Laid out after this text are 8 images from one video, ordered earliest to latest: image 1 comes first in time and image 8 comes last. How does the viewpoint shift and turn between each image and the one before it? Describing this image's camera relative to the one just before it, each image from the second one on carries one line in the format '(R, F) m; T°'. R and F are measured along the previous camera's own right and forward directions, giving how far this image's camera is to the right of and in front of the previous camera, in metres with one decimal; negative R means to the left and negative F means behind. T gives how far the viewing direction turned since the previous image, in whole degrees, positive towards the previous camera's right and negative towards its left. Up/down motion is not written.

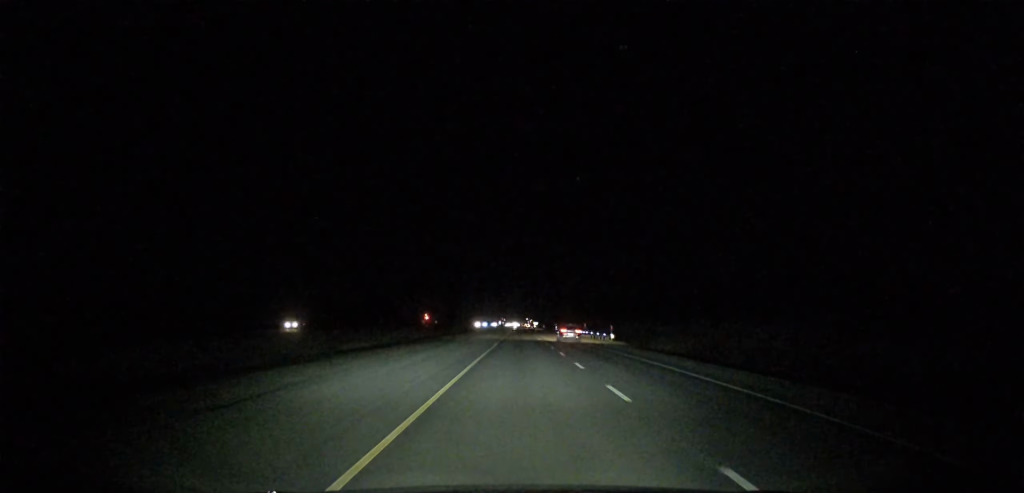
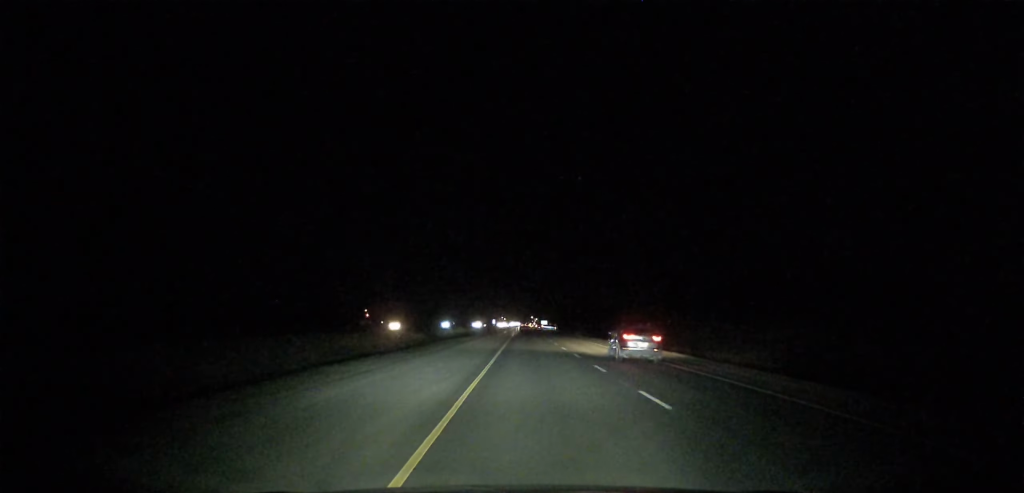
(-0.7, +206.3) m; 0°
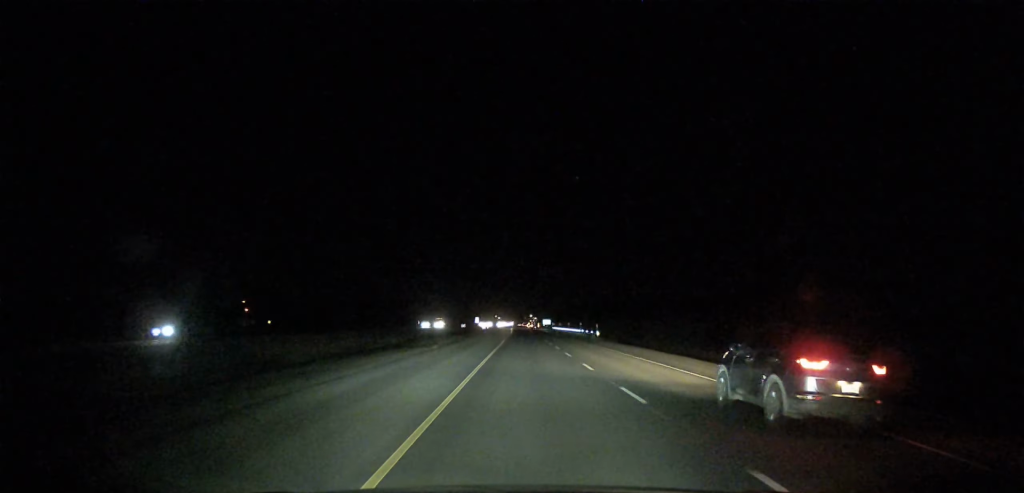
(+0.5, +133.0) m; 0°
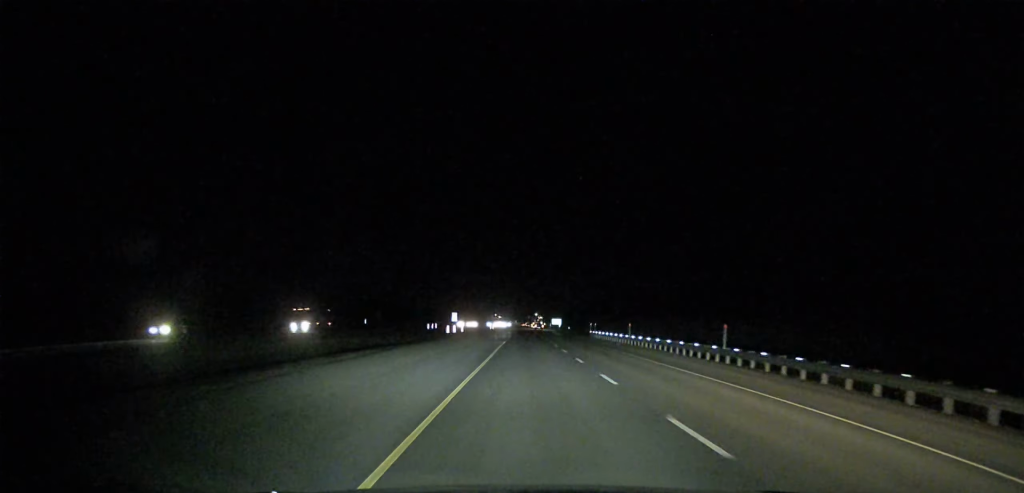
(+0.1, +103.5) m; 0°
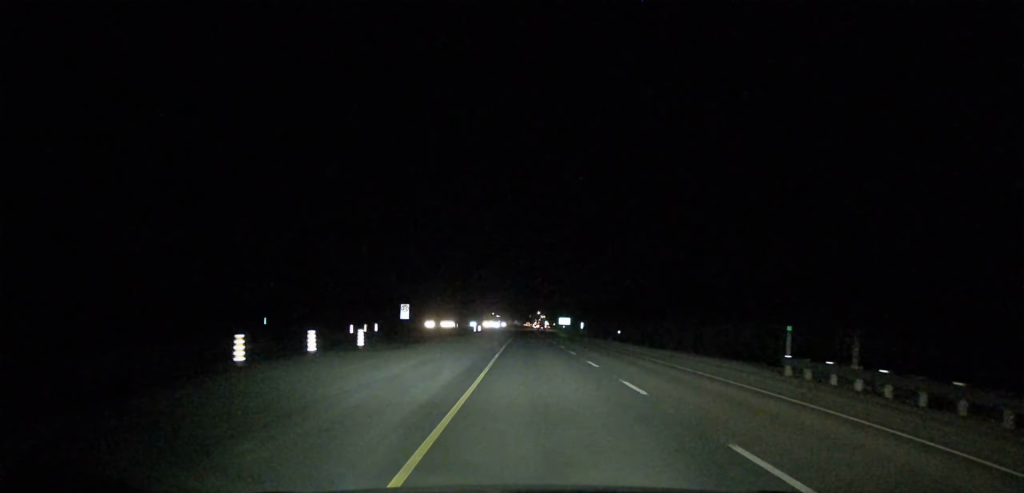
(-0.4, +74.0) m; 0°
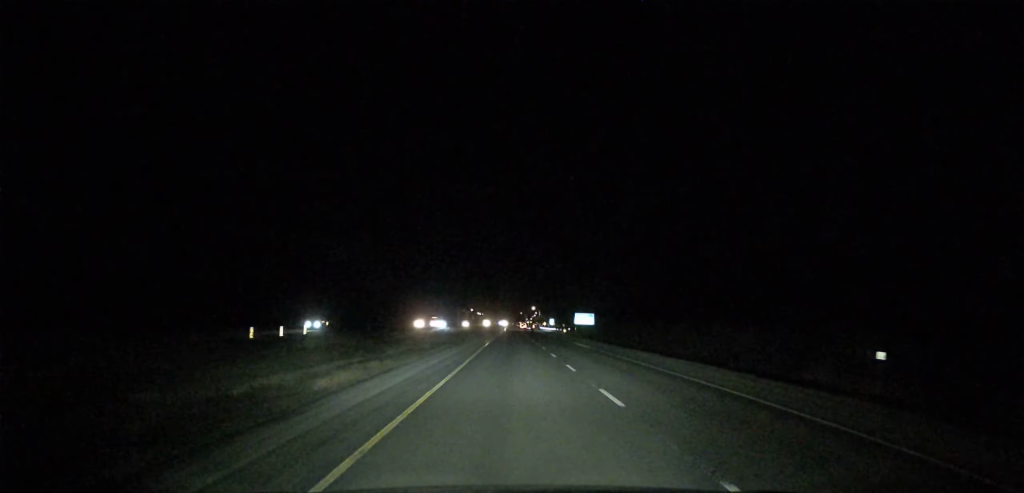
(+0.6, +153.8) m; 0°
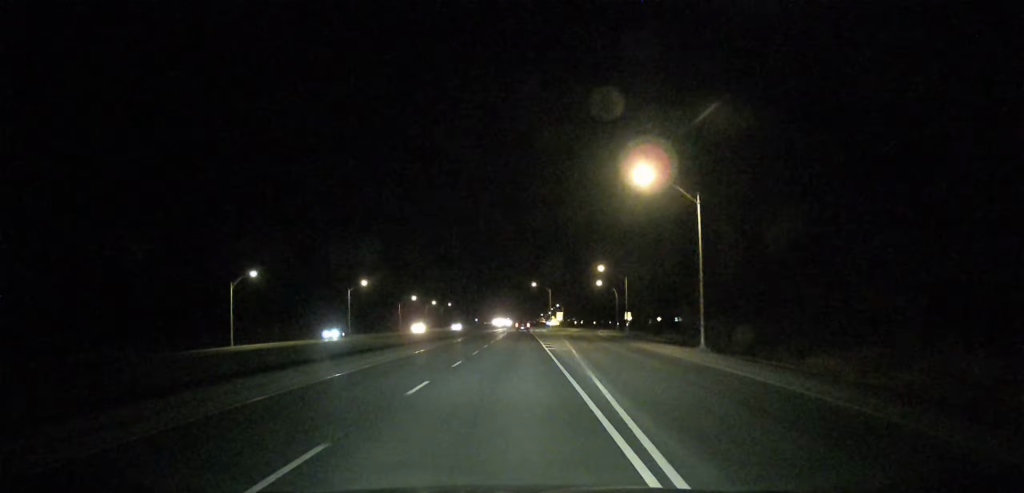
(-0.2, +333.3) m; 0°
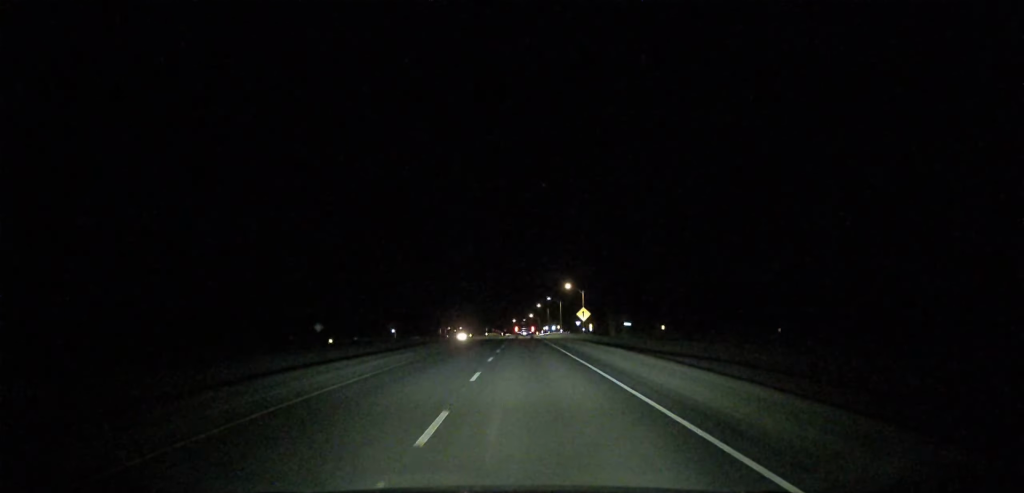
(+2.8, +282.6) m; +1°
